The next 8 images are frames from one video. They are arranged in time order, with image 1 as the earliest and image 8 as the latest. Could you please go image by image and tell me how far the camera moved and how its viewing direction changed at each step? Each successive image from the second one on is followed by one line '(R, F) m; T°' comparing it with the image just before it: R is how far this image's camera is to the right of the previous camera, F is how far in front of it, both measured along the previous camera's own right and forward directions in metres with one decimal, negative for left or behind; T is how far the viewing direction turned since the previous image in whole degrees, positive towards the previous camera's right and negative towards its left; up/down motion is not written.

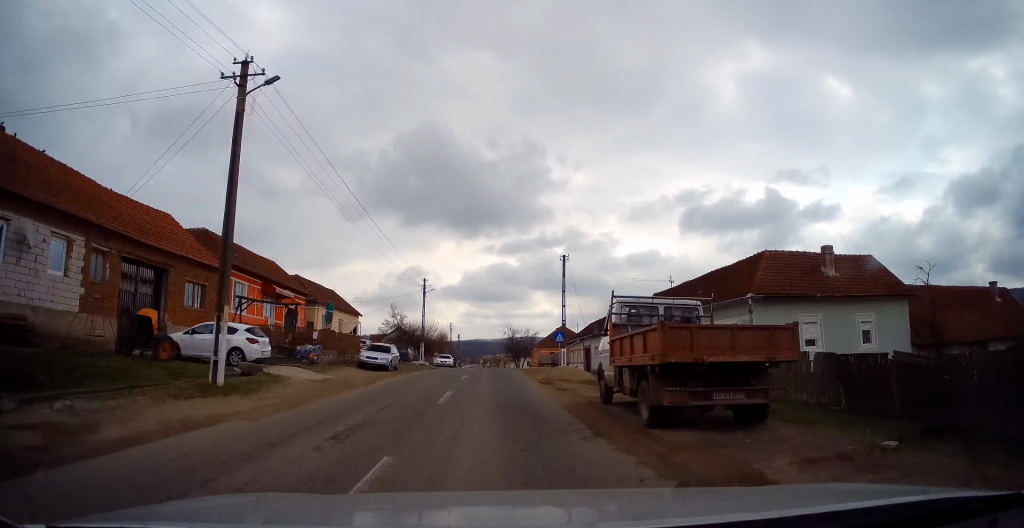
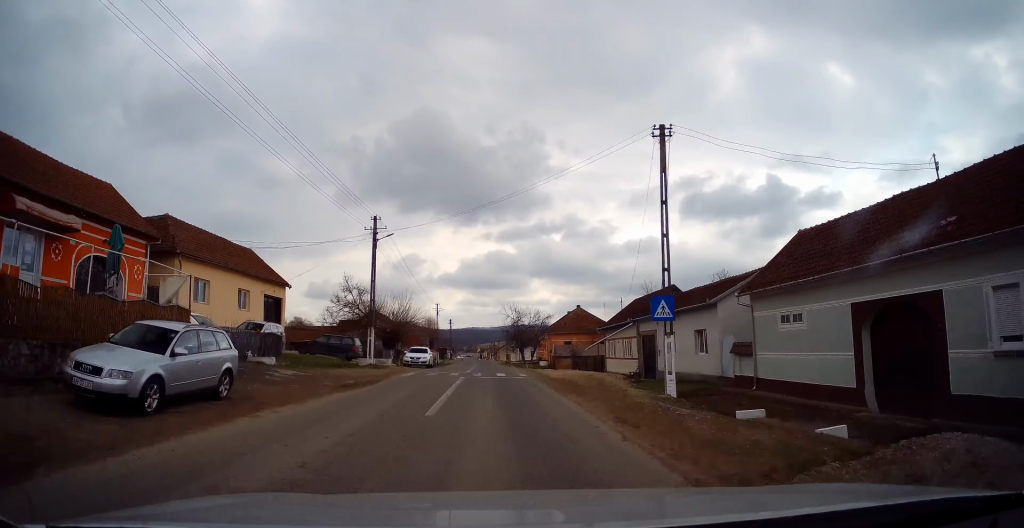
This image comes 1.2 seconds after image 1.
(+0.2, +21.0) m; 0°
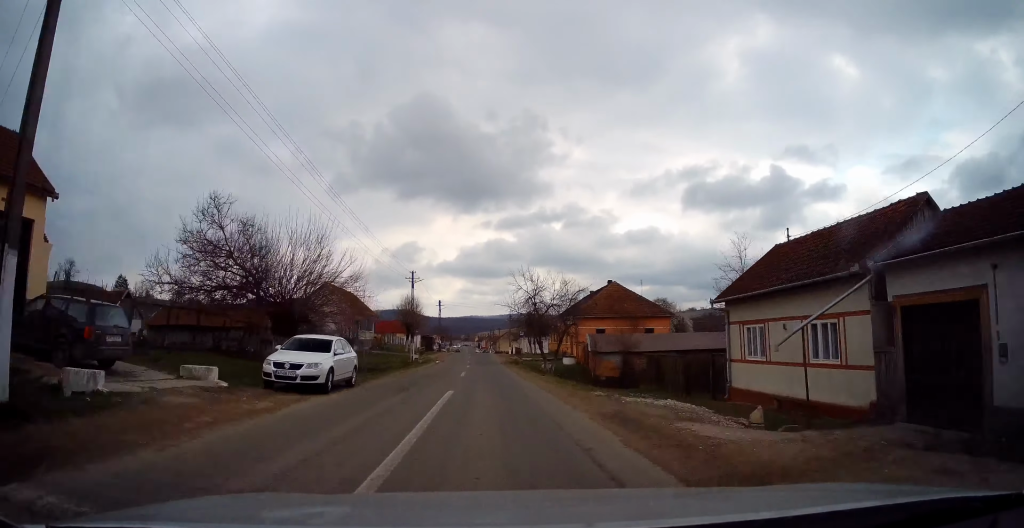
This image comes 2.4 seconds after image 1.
(-0.1, +22.7) m; 0°
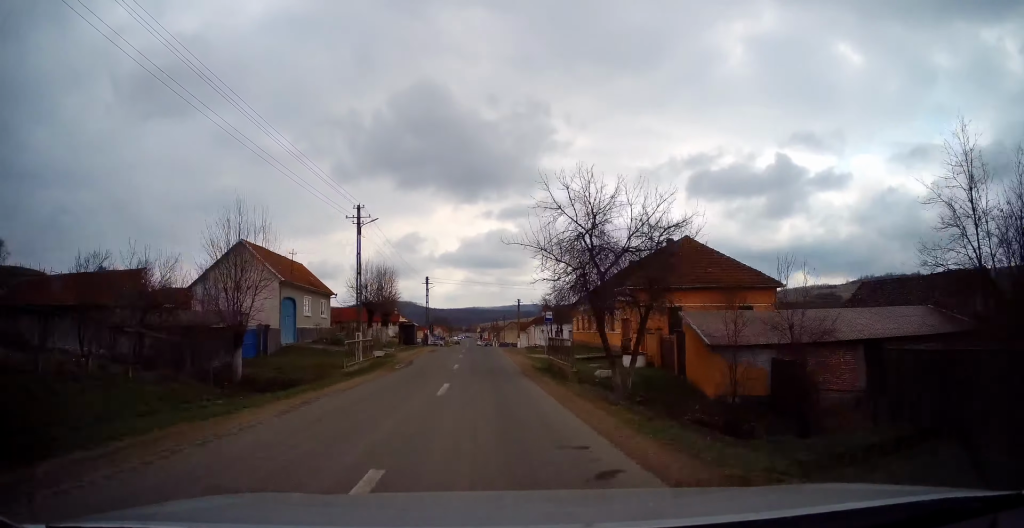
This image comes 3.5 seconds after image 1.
(+0.2, +20.8) m; +1°
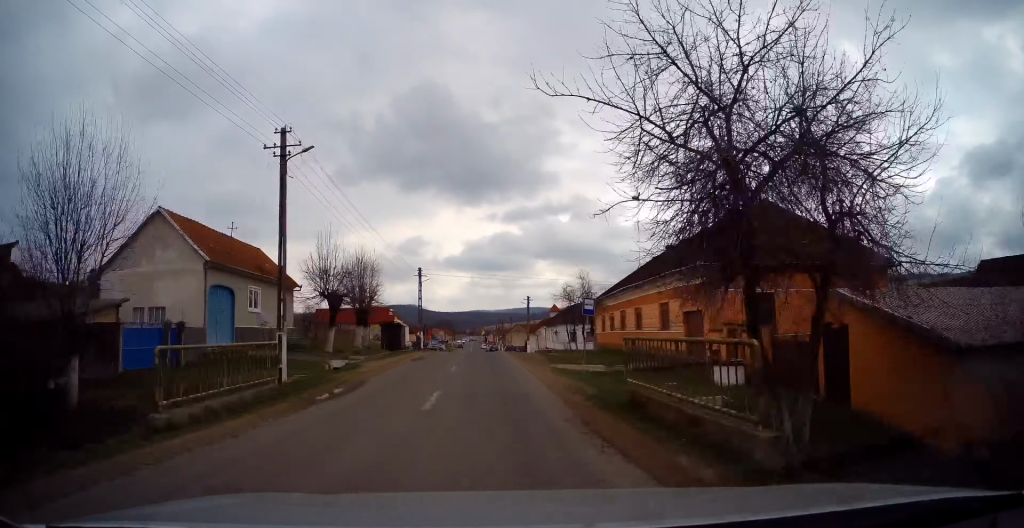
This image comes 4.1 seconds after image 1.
(+0.2, +10.8) m; 0°
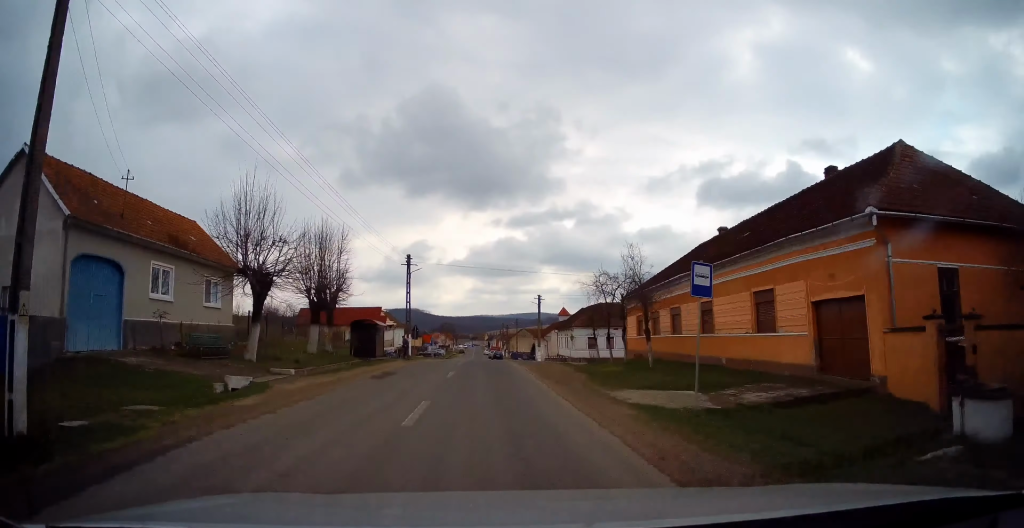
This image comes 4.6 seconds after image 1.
(-0.3, +10.3) m; -1°
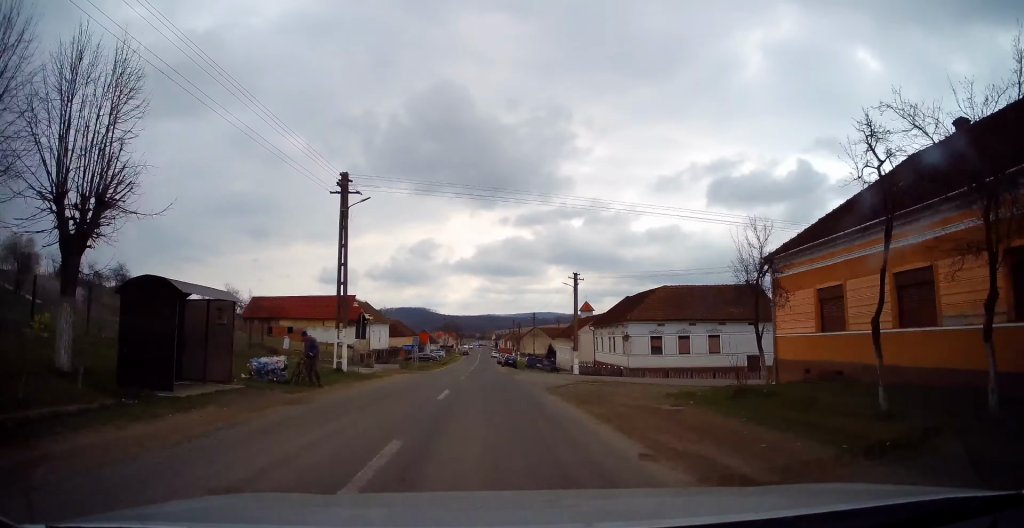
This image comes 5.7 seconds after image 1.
(-0.3, +21.4) m; -1°
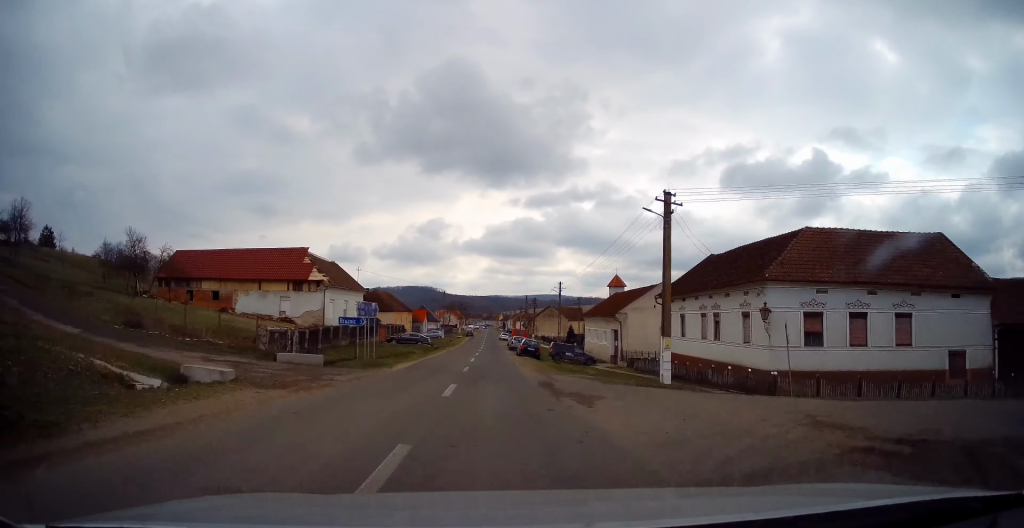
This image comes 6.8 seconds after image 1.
(0.0, +20.9) m; -1°
